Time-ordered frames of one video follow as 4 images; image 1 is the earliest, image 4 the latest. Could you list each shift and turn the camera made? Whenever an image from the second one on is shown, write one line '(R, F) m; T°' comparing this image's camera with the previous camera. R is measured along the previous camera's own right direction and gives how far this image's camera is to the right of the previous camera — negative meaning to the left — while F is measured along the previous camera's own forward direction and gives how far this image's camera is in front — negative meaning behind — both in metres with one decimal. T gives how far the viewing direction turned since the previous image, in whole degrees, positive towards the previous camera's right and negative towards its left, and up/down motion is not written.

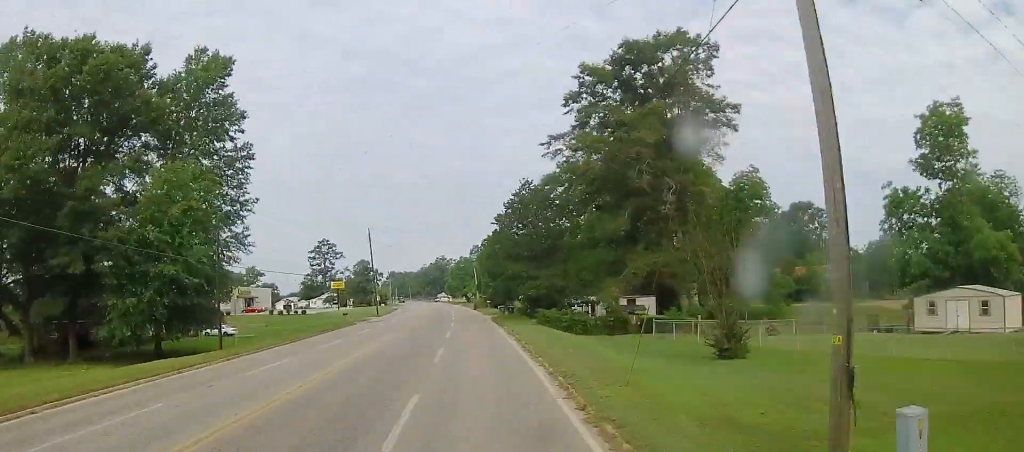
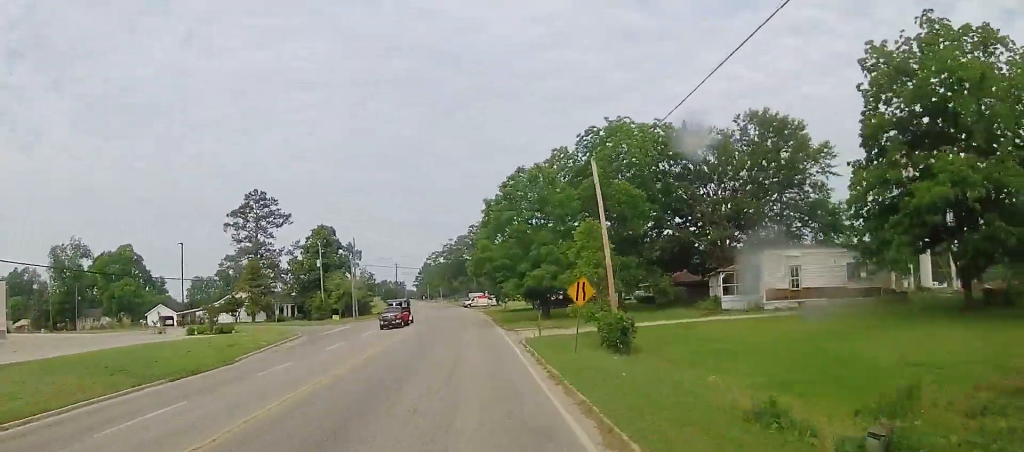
(-0.7, +106.0) m; -4°
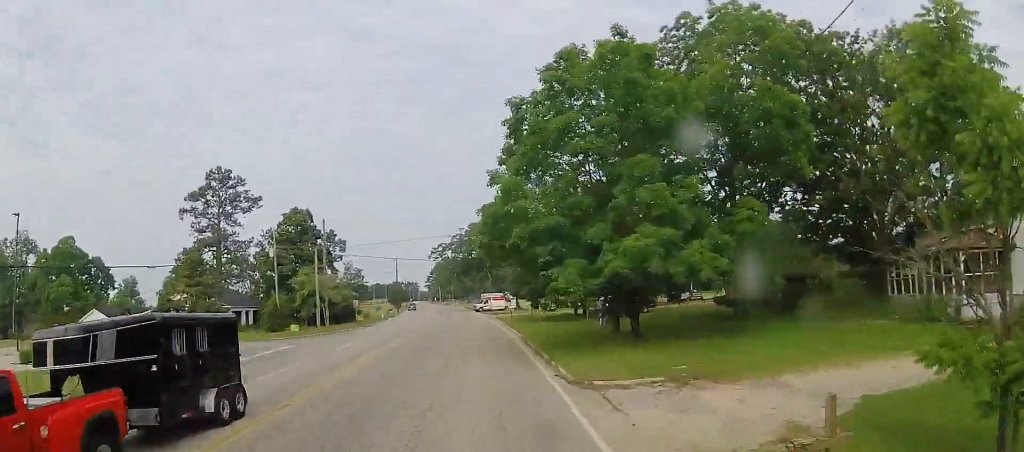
(+0.3, +23.8) m; 0°
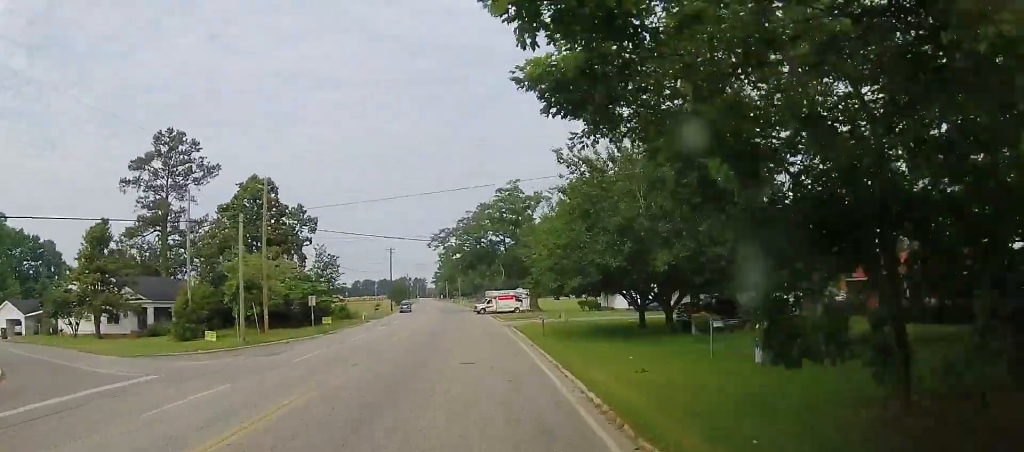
(-0.5, +20.1) m; 0°
